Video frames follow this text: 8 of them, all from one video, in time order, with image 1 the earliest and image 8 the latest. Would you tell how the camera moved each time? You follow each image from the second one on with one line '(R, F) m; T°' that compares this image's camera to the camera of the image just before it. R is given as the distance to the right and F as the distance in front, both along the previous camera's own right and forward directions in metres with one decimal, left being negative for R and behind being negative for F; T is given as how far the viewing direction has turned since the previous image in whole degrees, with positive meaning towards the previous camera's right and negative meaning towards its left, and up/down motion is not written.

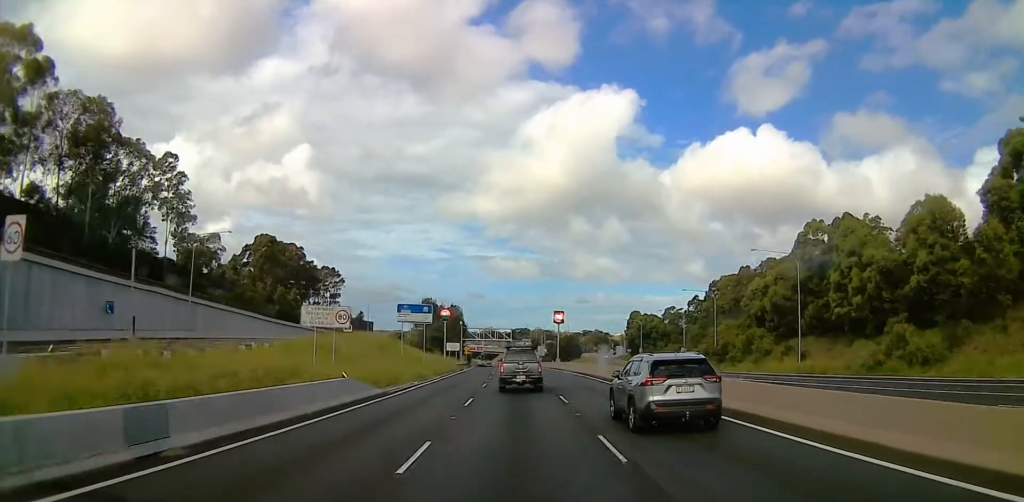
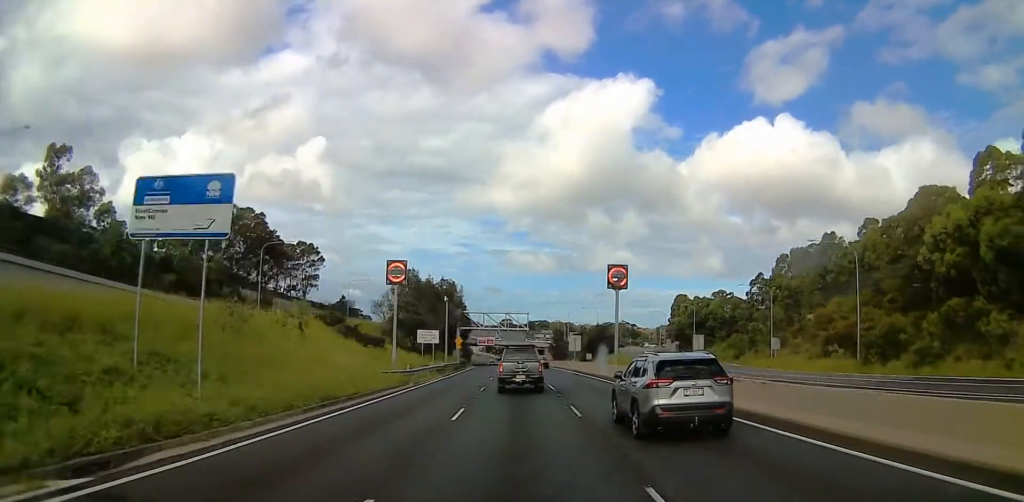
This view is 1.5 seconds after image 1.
(-0.7, +42.5) m; -1°
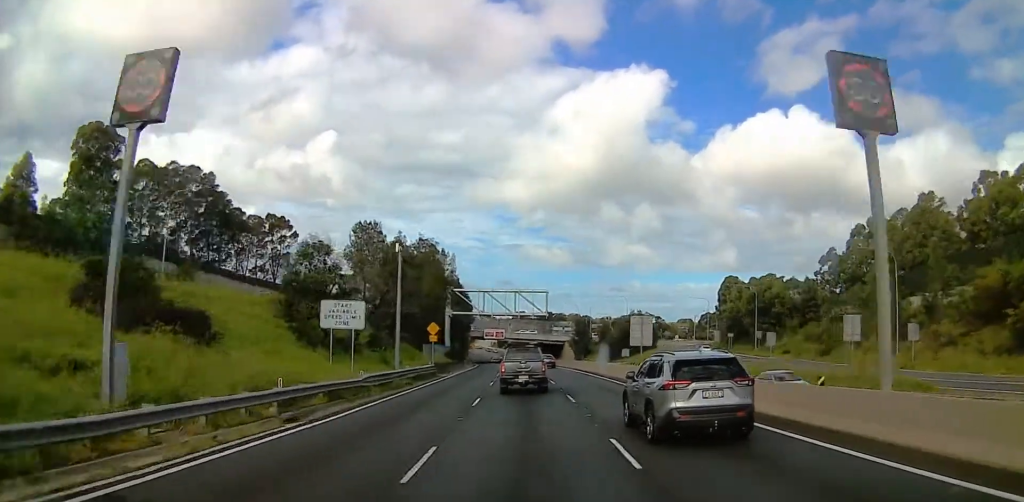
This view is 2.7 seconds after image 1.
(0.0, +29.5) m; 0°
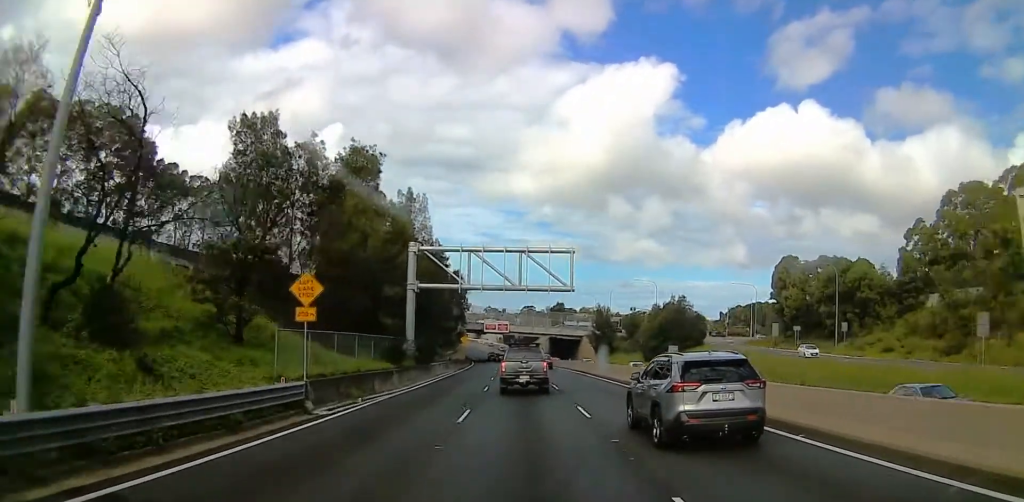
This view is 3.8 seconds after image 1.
(-0.3, +25.4) m; -2°
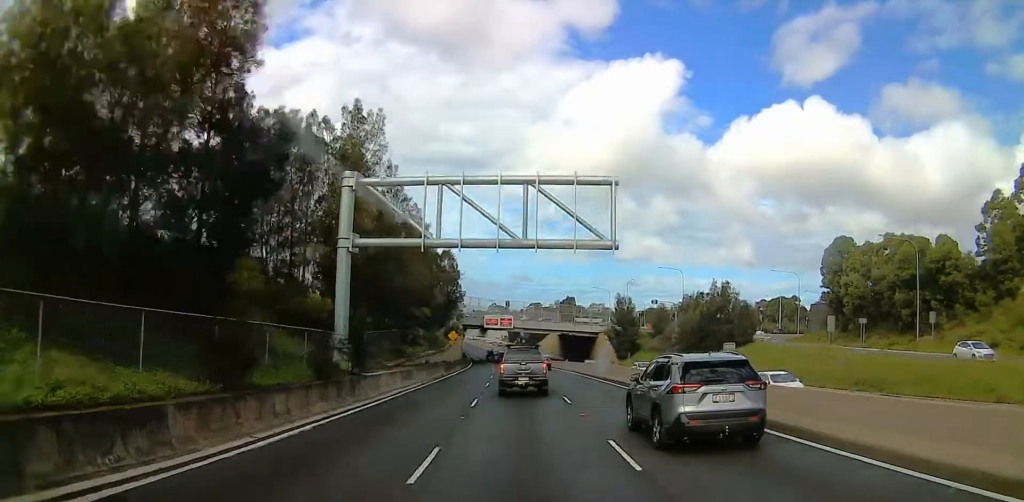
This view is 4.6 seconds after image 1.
(-0.2, +17.8) m; -1°
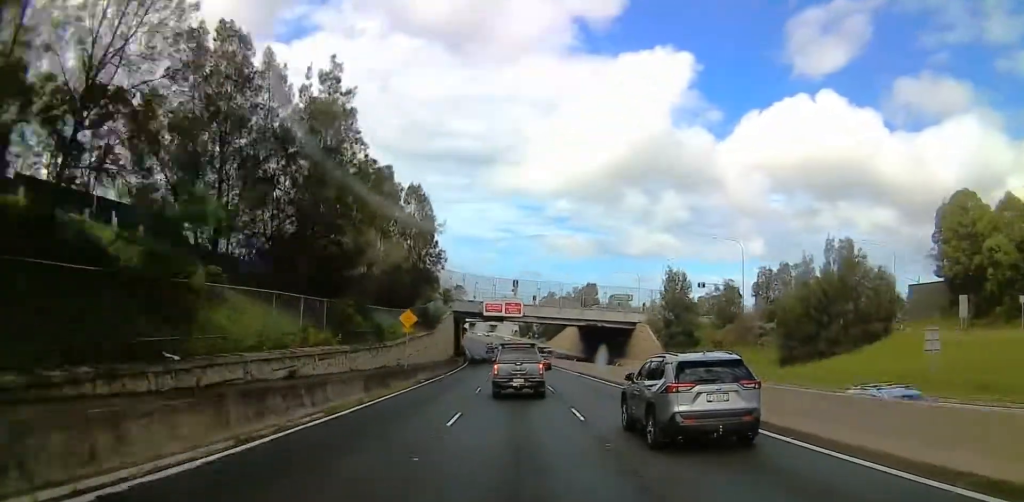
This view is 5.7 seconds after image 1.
(-0.1, +29.4) m; 0°
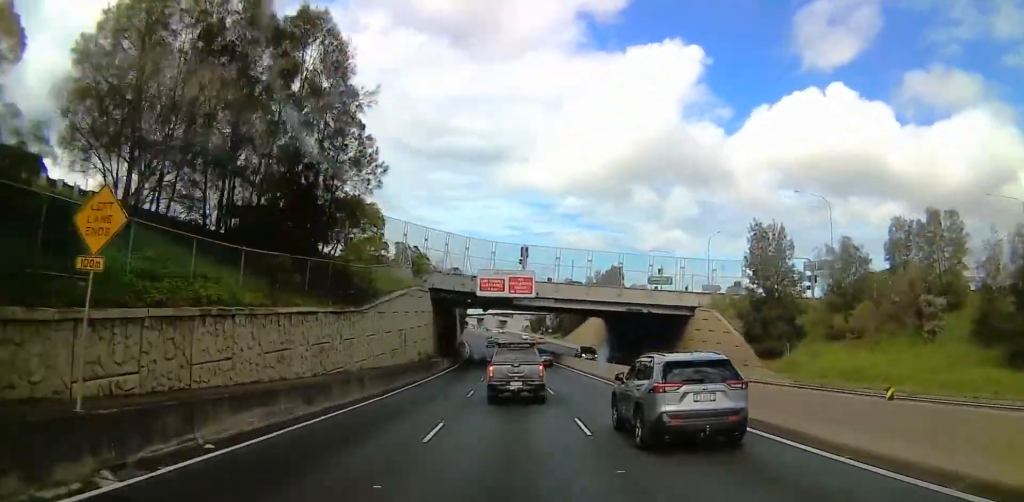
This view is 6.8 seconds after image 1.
(+0.2, +26.5) m; 0°
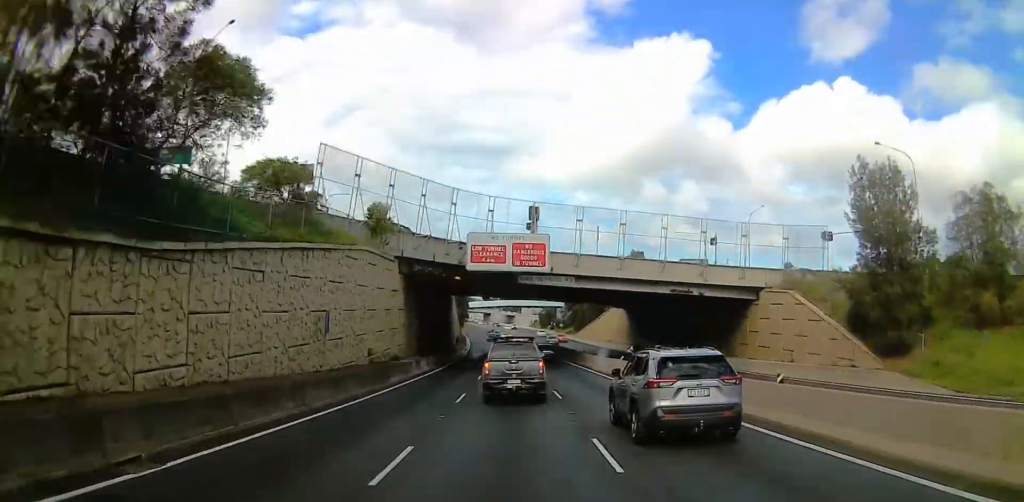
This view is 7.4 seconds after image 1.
(0.0, +16.8) m; -1°
